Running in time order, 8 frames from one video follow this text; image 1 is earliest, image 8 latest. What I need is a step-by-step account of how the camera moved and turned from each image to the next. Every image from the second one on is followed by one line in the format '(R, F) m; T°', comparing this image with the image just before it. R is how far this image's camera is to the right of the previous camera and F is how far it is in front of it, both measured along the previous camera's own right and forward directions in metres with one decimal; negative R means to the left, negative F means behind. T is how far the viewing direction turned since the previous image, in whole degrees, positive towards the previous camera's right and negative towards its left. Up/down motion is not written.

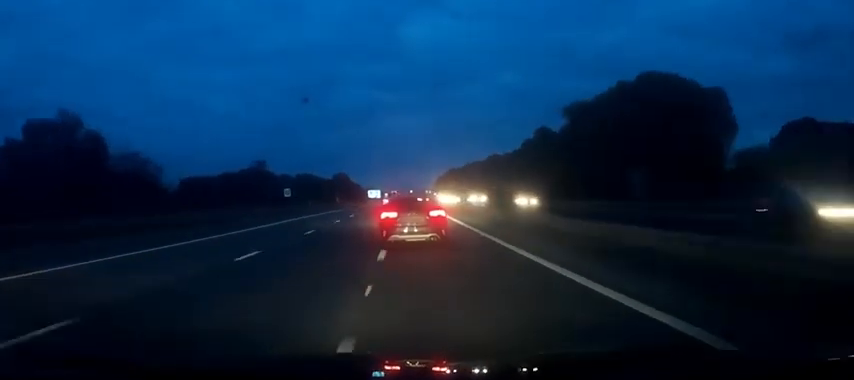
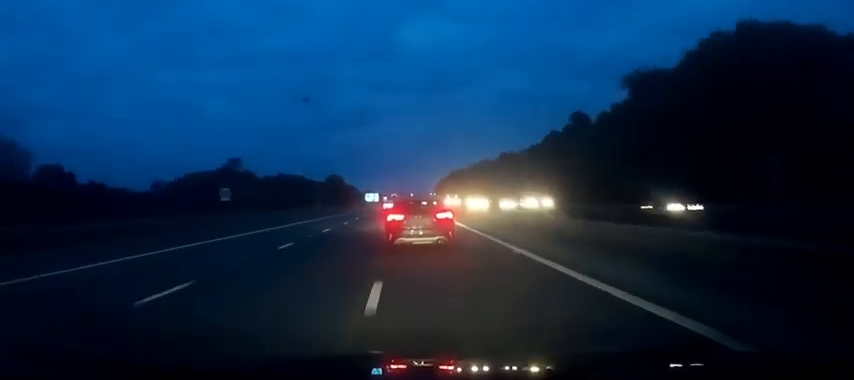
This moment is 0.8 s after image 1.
(-0.1, +24.3) m; 0°
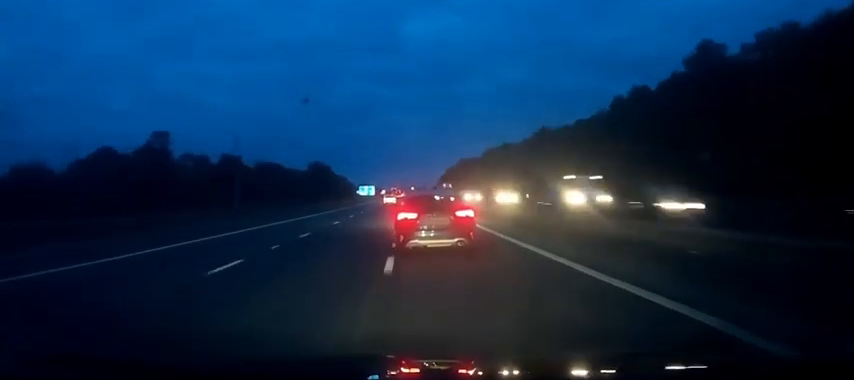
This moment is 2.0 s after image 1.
(+0.3, +40.6) m; +1°
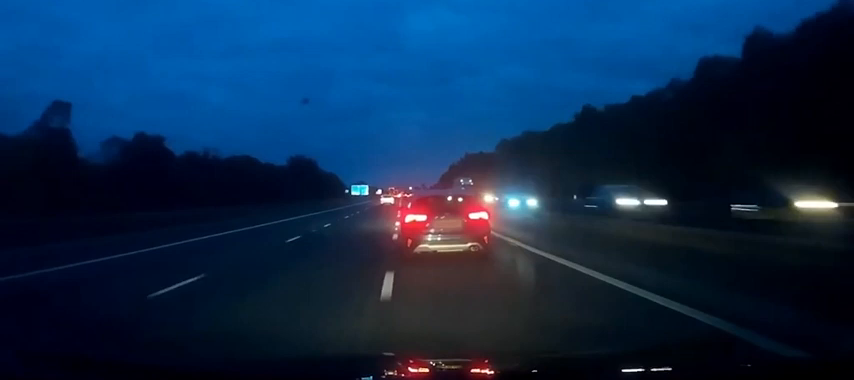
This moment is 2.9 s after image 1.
(0.0, +30.7) m; 0°
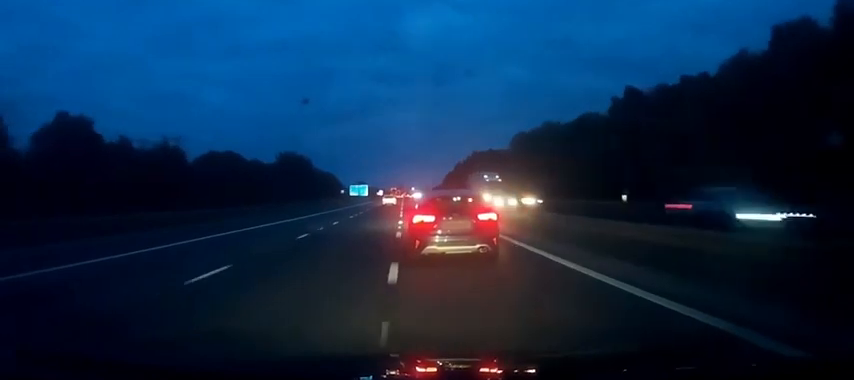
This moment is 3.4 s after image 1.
(0.0, +16.1) m; 0°
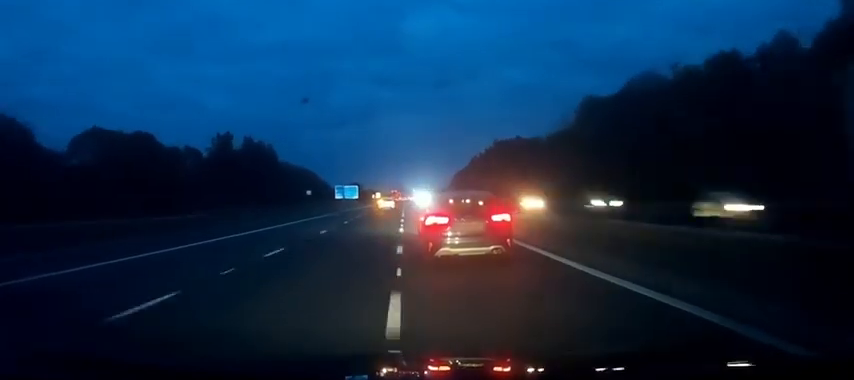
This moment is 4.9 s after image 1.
(-0.2, +49.5) m; 0°
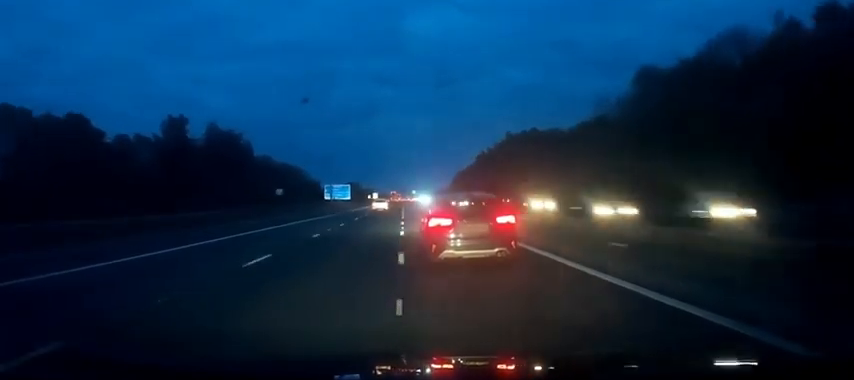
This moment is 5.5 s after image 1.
(0.0, +20.1) m; 0°
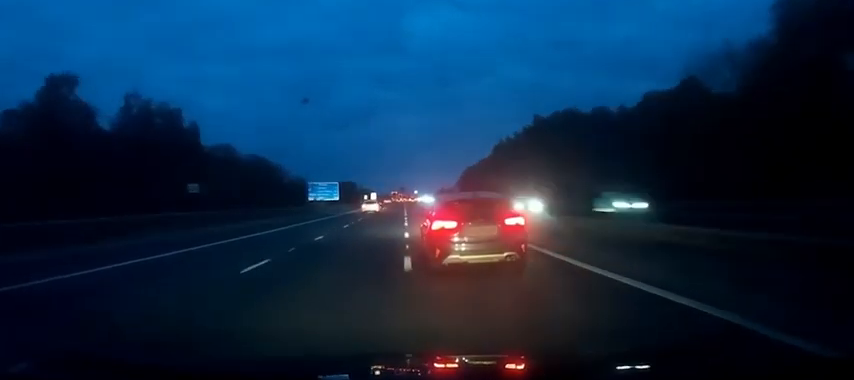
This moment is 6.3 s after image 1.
(0.0, +28.2) m; 0°
